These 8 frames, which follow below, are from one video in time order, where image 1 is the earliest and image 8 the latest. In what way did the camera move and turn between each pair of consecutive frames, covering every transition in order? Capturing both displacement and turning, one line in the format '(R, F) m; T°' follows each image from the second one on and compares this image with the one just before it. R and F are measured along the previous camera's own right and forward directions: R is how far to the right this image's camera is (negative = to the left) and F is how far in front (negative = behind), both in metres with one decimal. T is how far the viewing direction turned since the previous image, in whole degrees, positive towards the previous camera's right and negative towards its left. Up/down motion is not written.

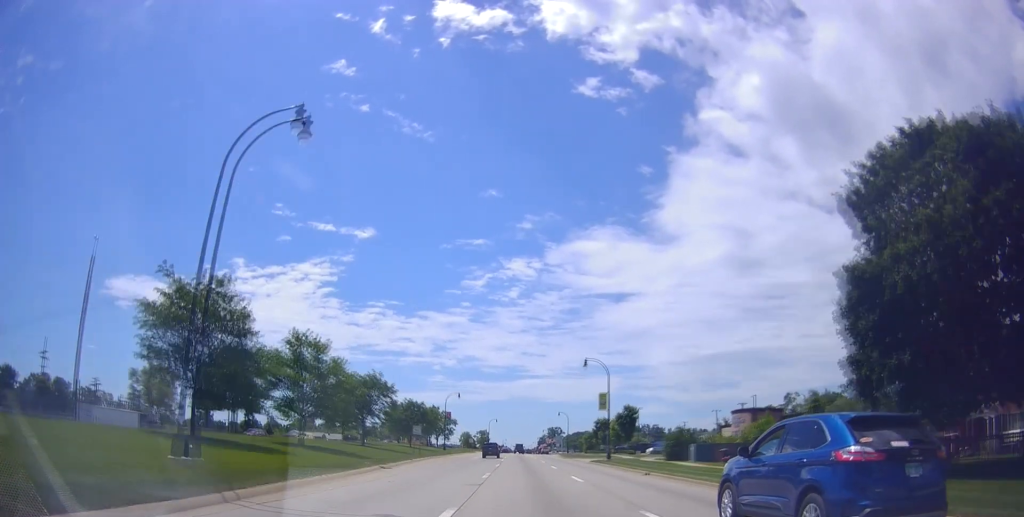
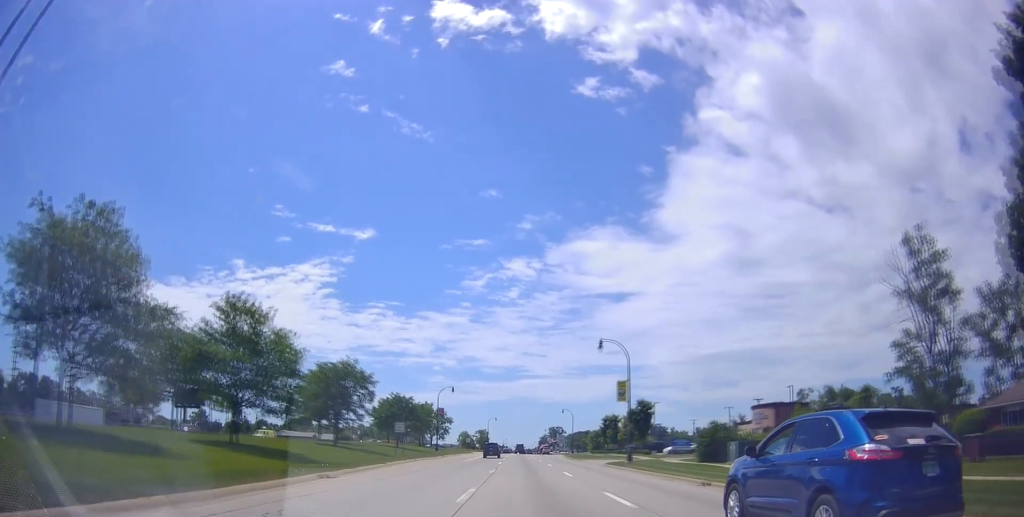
(+0.2, +9.8) m; +1°
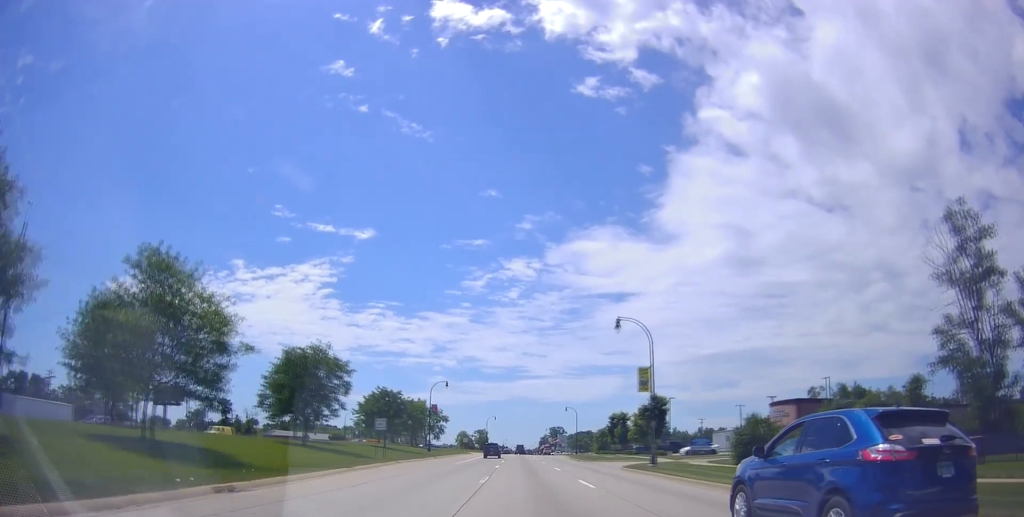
(0.0, +7.7) m; -1°
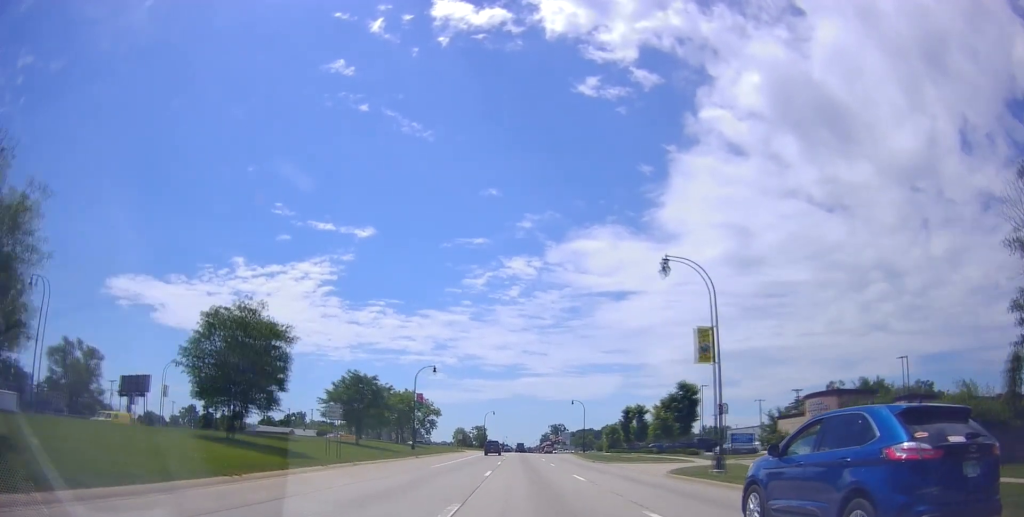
(+0.1, +12.1) m; -1°
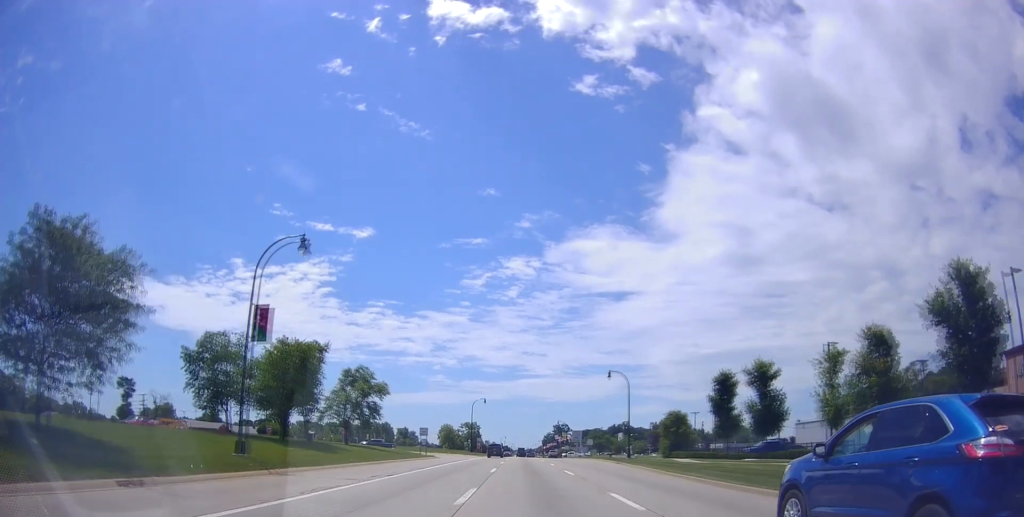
(+0.3, +41.2) m; +2°
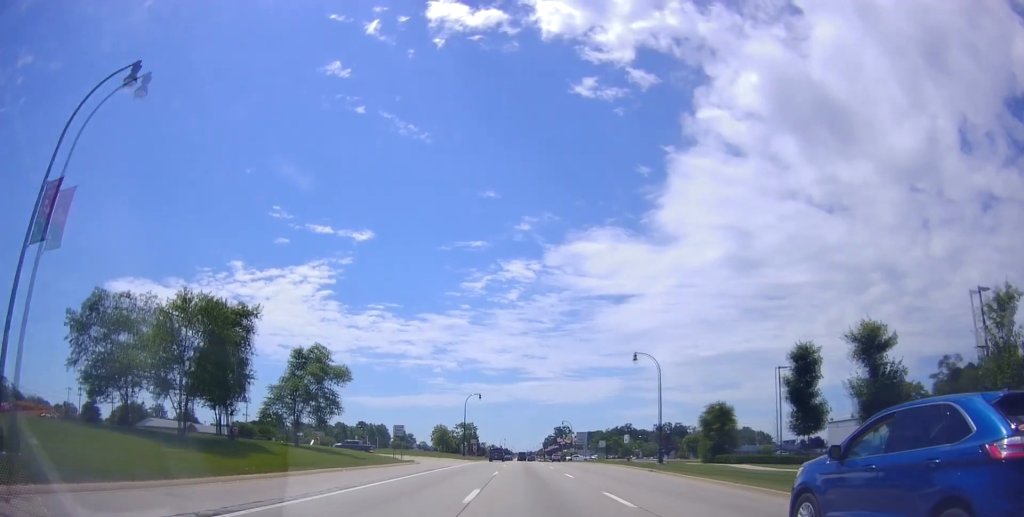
(+0.1, +13.8) m; -1°
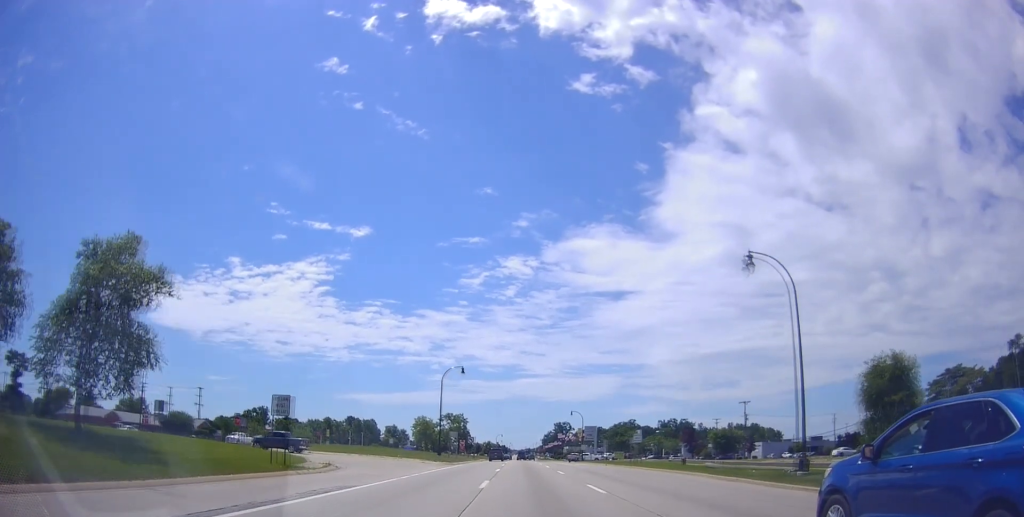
(-0.3, +25.8) m; 0°
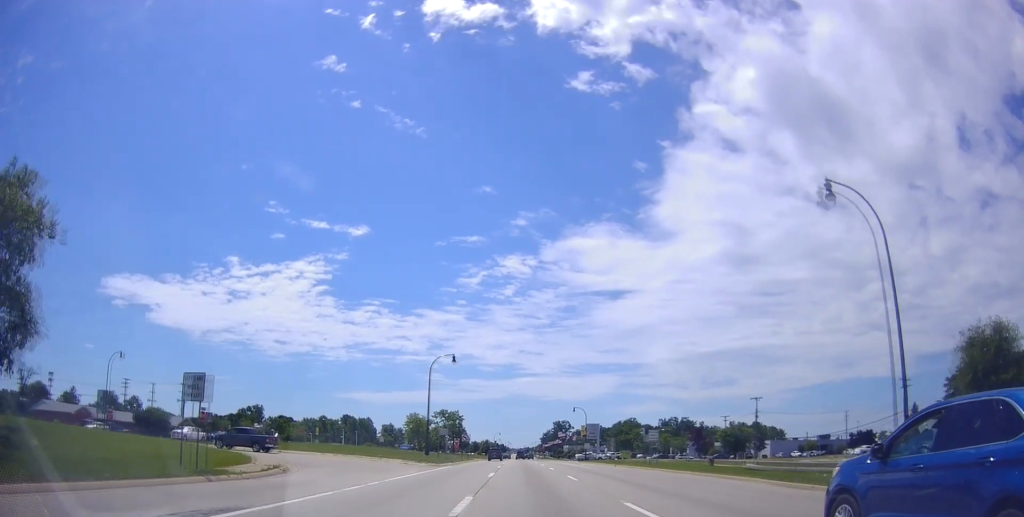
(+0.1, +7.6) m; 0°
